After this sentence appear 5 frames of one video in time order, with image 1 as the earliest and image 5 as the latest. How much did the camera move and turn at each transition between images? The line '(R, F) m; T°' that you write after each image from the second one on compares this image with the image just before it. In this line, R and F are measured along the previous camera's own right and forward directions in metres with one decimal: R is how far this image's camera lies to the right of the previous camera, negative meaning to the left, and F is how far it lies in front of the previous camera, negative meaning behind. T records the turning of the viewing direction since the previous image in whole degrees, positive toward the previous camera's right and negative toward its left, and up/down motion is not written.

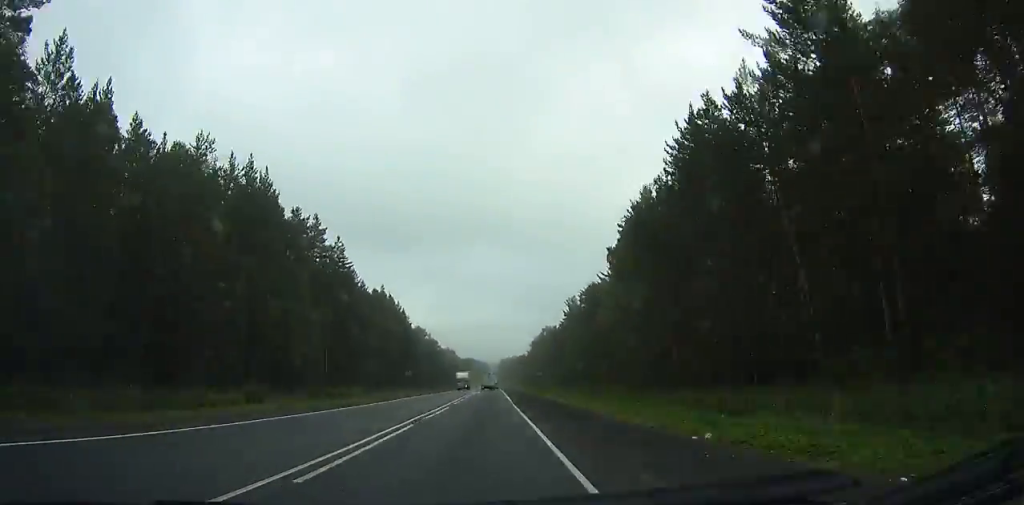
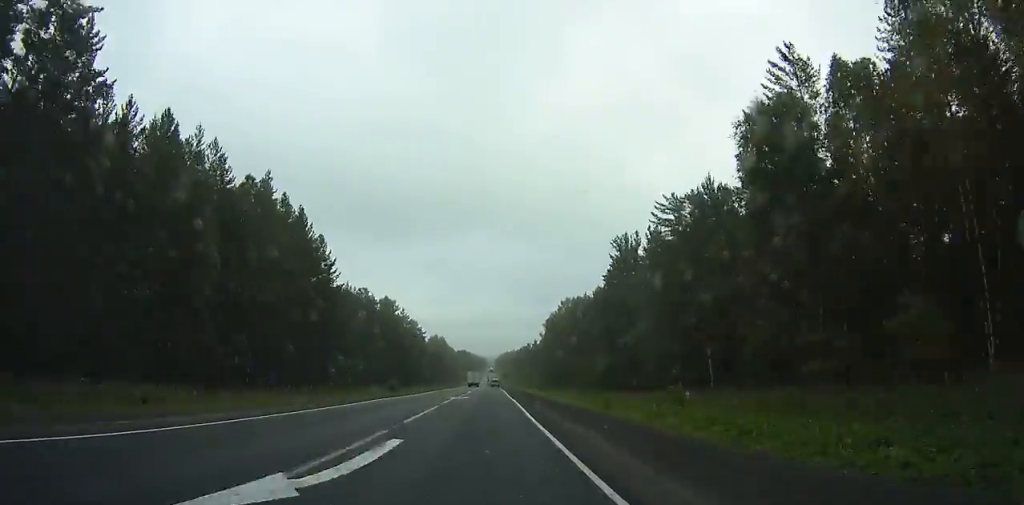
(0.0, +62.7) m; 0°
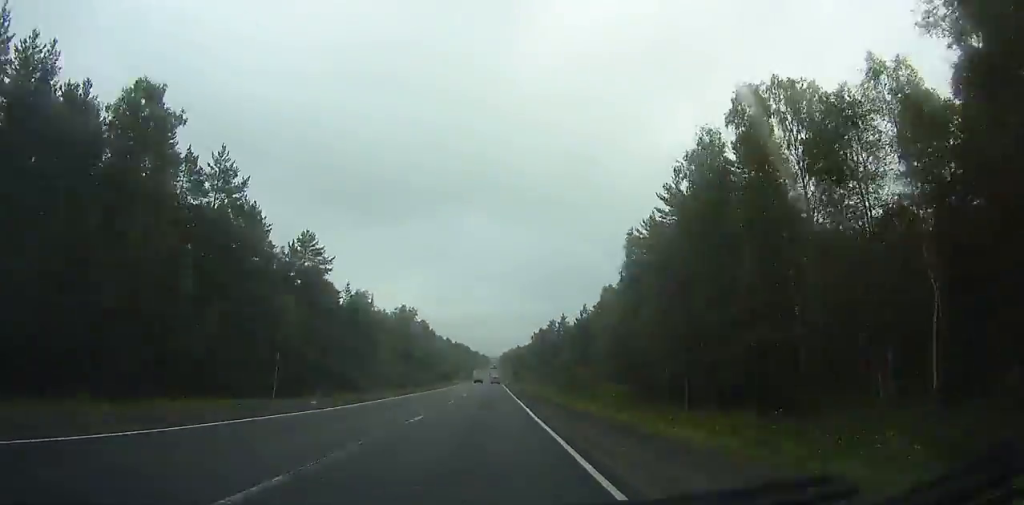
(-0.2, +112.1) m; 0°
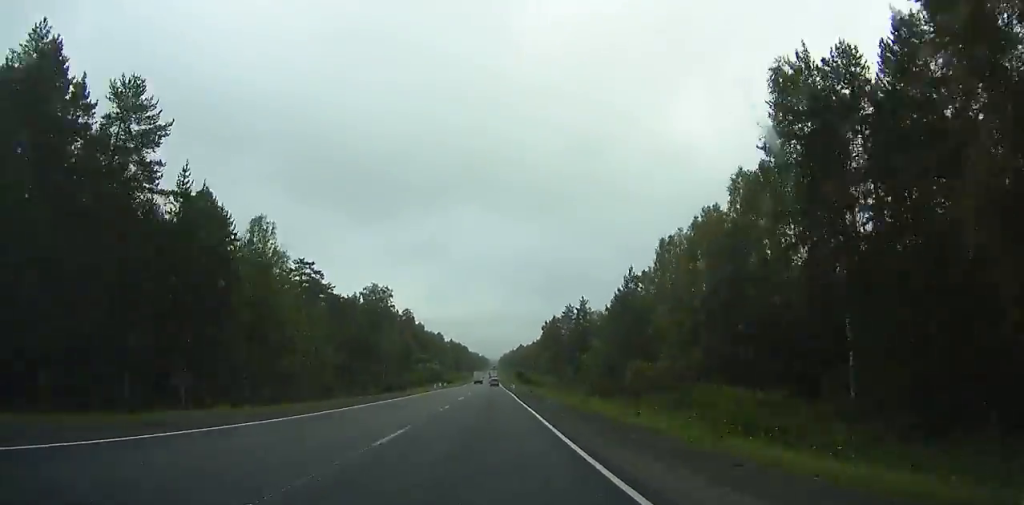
(+0.1, +42.2) m; 0°
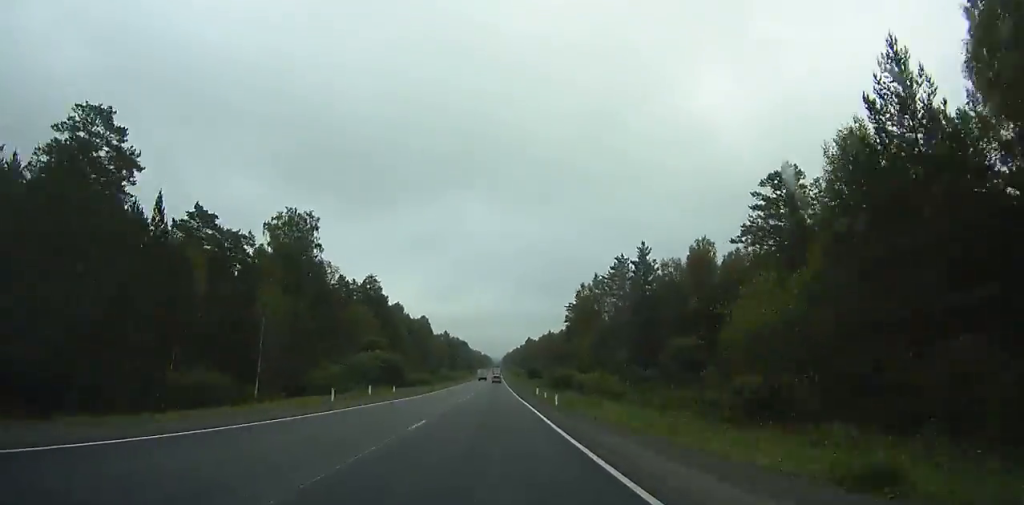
(-0.1, +57.9) m; 0°
